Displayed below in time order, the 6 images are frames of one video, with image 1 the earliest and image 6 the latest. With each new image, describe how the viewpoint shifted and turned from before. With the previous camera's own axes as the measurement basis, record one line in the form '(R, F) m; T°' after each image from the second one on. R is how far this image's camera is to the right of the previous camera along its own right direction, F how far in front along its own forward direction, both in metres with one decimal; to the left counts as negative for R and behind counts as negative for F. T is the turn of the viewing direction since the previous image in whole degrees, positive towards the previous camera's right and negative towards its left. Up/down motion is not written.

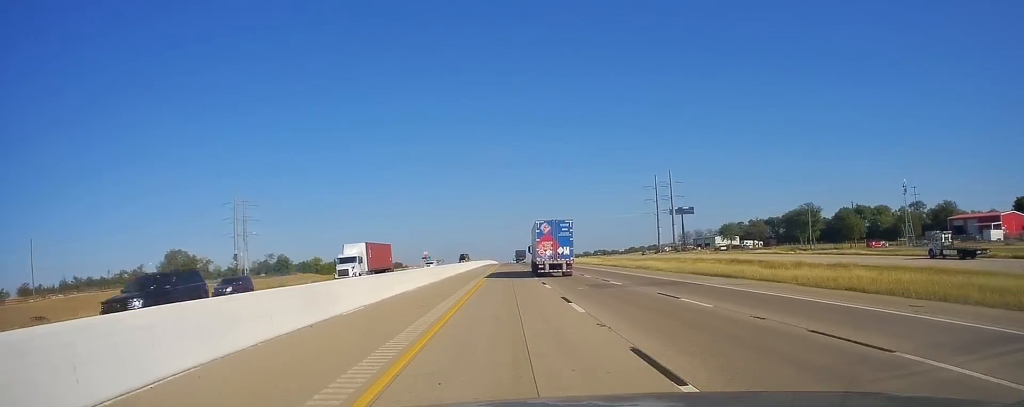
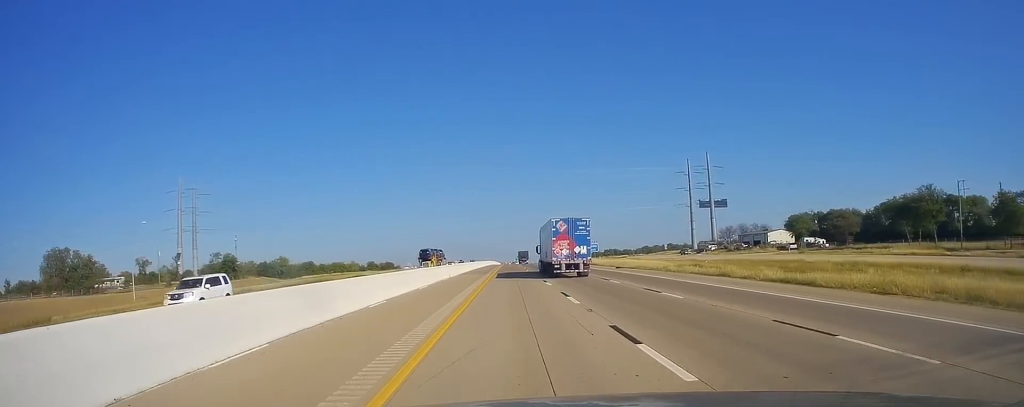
(+0.2, +47.0) m; 0°
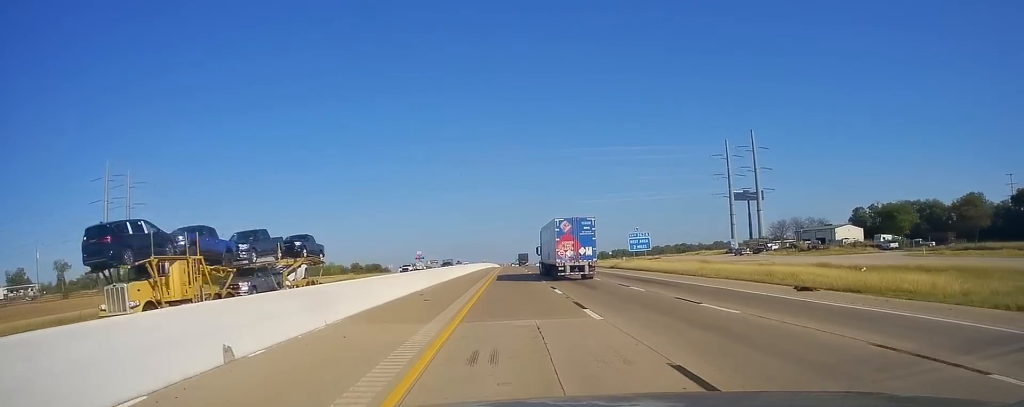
(0.0, +41.8) m; +1°
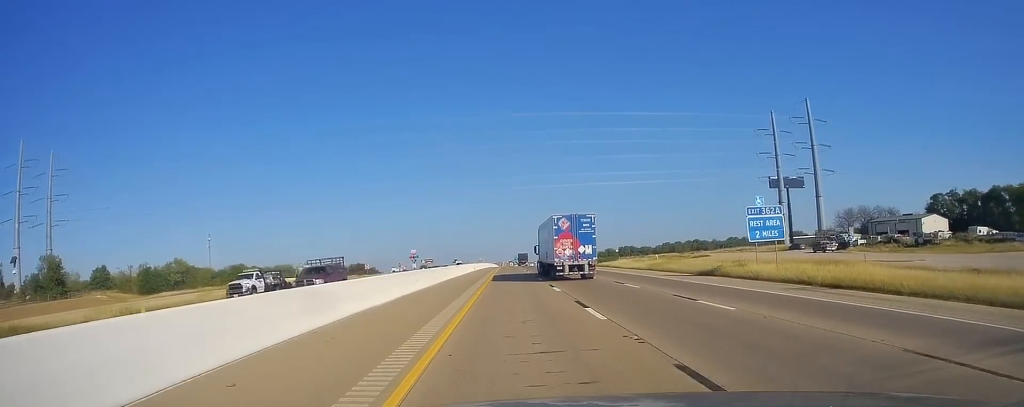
(+0.2, +36.2) m; 0°
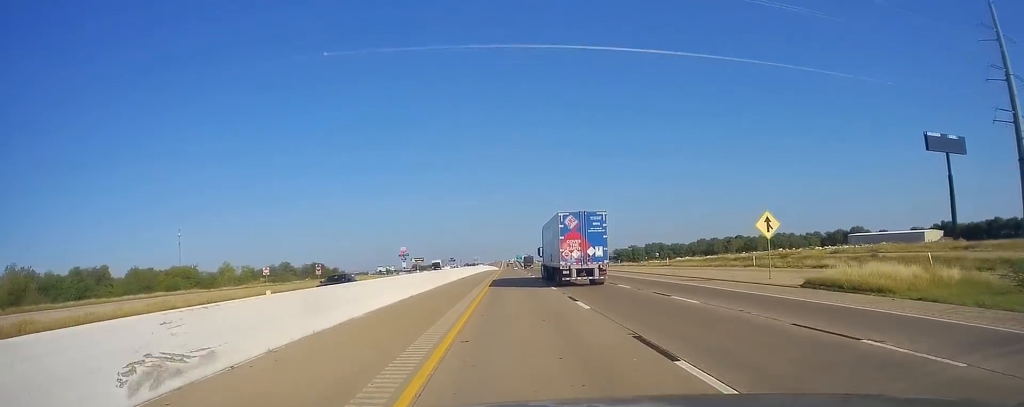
(-0.7, +84.0) m; -1°
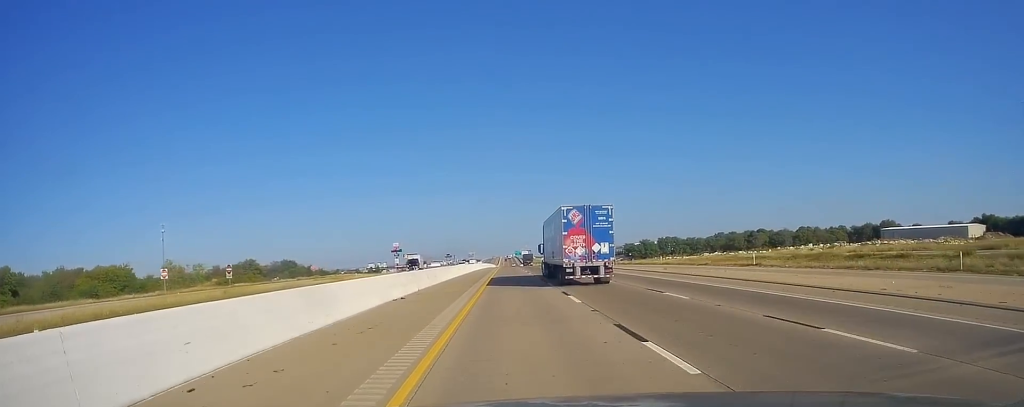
(0.0, +36.0) m; +1°
